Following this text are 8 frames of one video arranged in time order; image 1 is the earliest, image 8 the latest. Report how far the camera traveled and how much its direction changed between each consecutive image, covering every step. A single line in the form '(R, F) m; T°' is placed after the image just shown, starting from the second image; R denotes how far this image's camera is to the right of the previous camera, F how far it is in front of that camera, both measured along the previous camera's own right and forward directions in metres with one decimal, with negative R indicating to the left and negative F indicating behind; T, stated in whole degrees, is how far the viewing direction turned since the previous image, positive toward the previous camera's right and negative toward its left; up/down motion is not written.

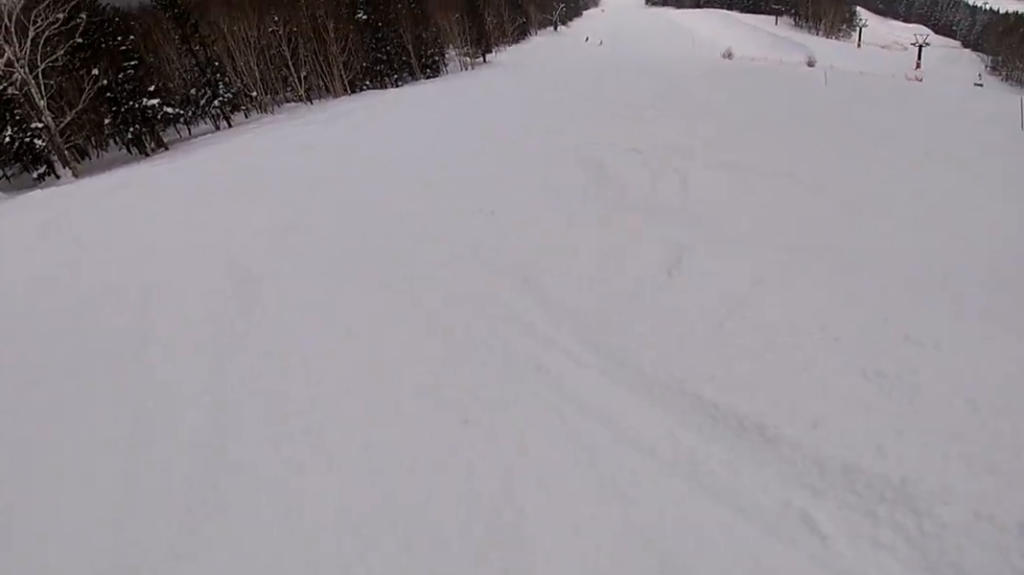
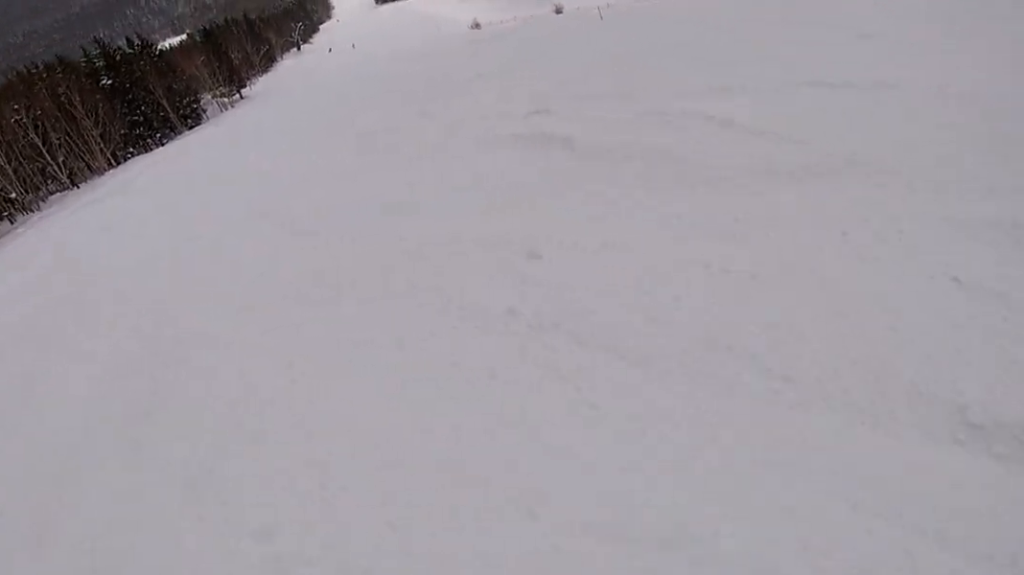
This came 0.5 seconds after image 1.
(0.0, +4.0) m; +15°
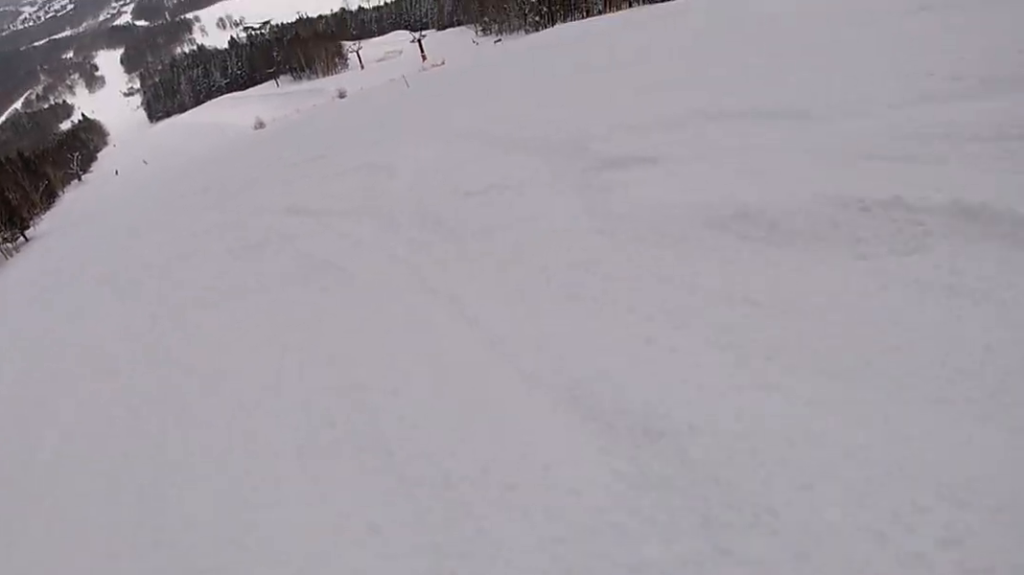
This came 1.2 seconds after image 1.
(+1.8, +5.3) m; +16°
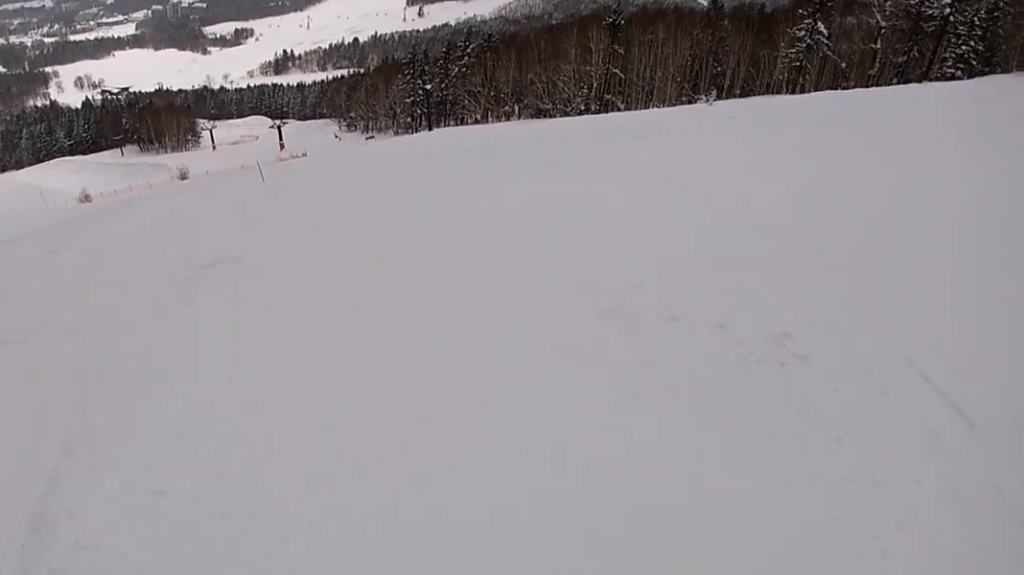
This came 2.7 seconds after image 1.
(+0.7, +14.3) m; -10°
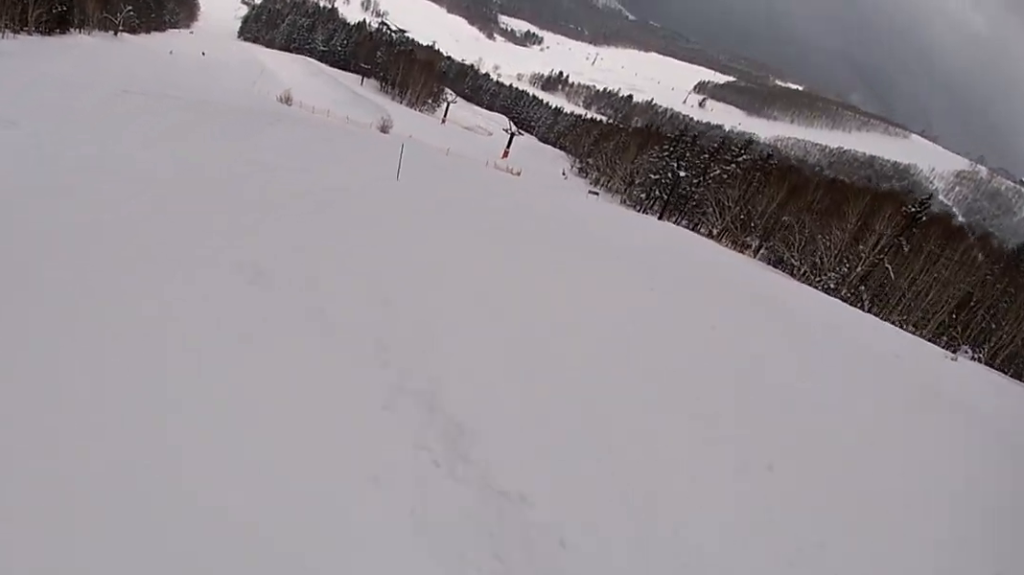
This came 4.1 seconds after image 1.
(-3.4, +11.9) m; -29°
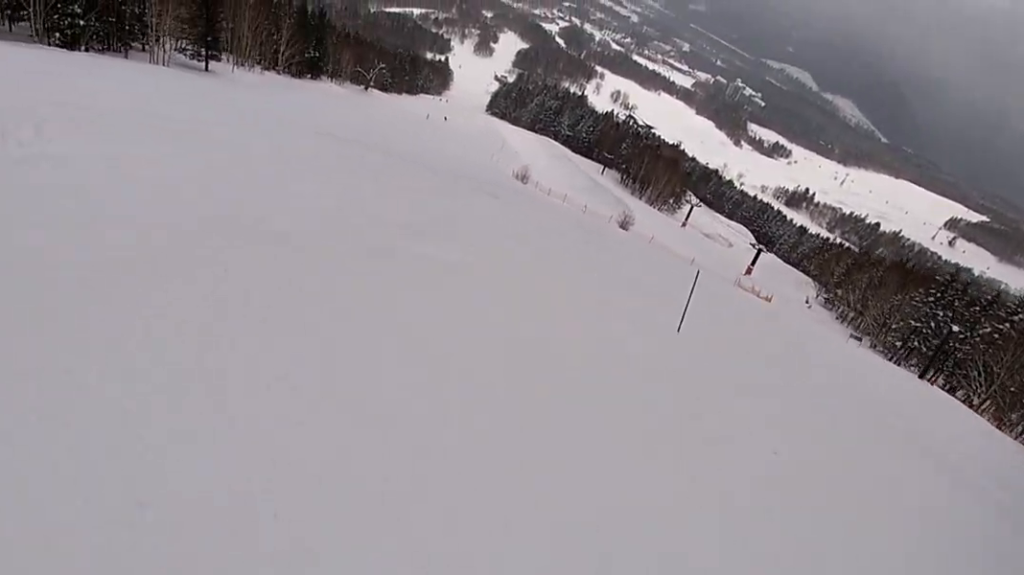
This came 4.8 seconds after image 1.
(-0.9, +7.0) m; -14°
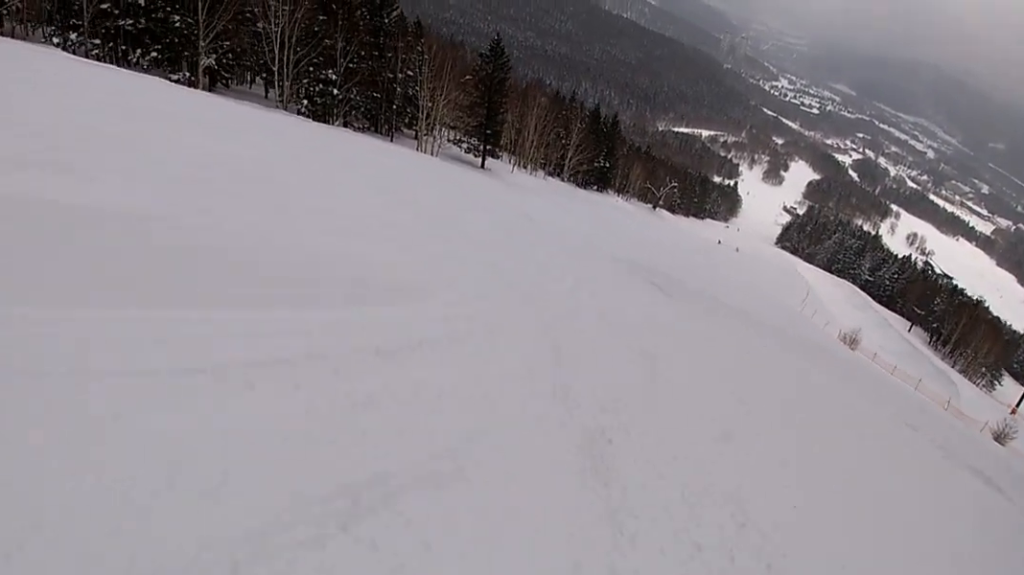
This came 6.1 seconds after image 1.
(-2.6, +11.2) m; -29°
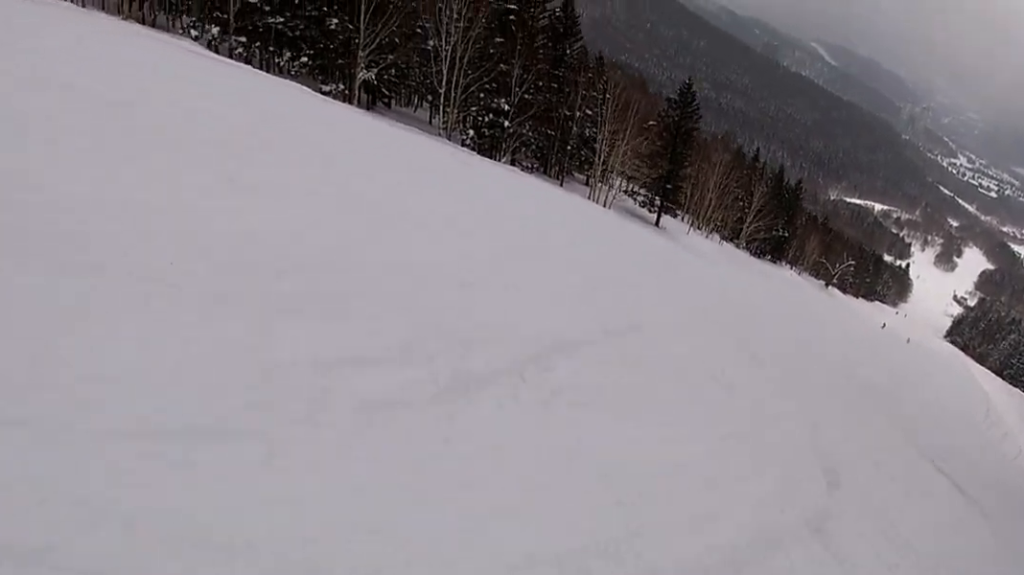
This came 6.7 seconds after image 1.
(-0.5, +4.4) m; -12°
